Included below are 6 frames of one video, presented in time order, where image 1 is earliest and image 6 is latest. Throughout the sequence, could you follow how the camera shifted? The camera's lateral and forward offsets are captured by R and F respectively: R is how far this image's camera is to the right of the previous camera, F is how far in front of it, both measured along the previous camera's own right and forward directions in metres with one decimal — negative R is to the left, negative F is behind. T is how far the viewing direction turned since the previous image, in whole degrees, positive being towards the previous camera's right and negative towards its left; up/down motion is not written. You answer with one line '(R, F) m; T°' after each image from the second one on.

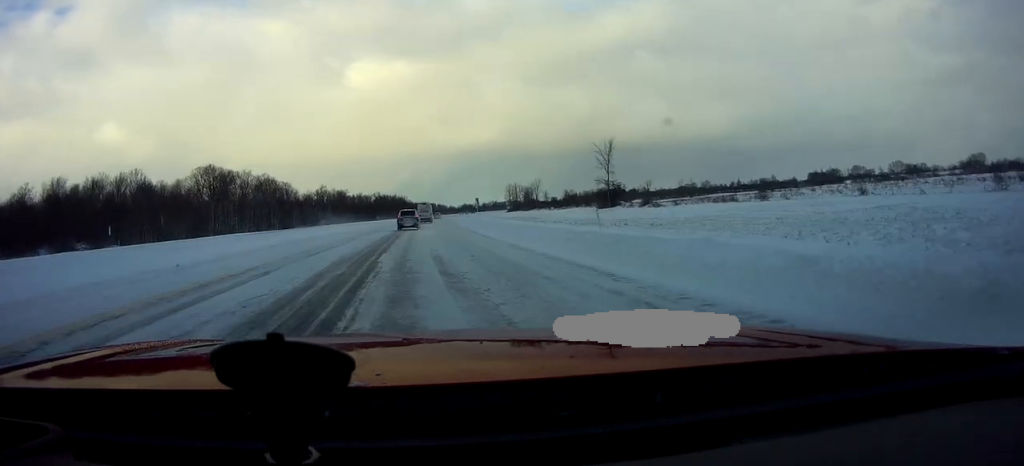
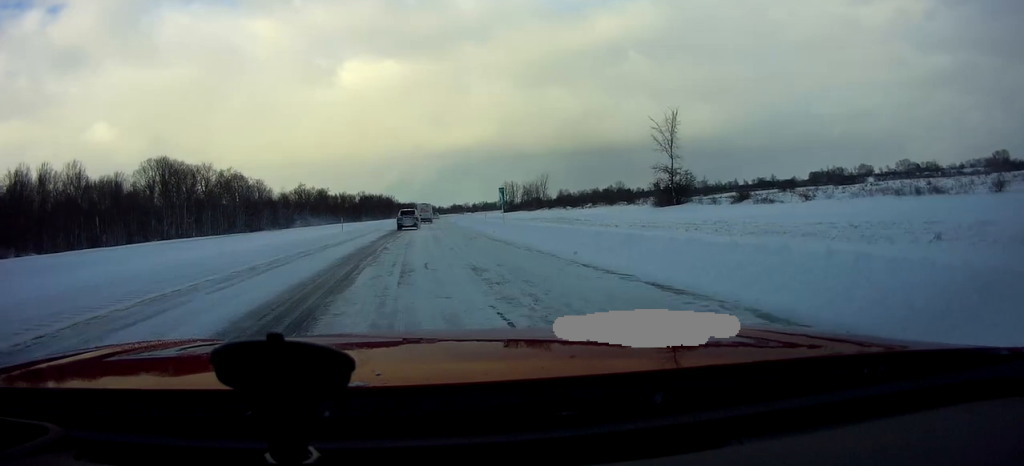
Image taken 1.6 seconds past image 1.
(-0.1, +29.4) m; +2°
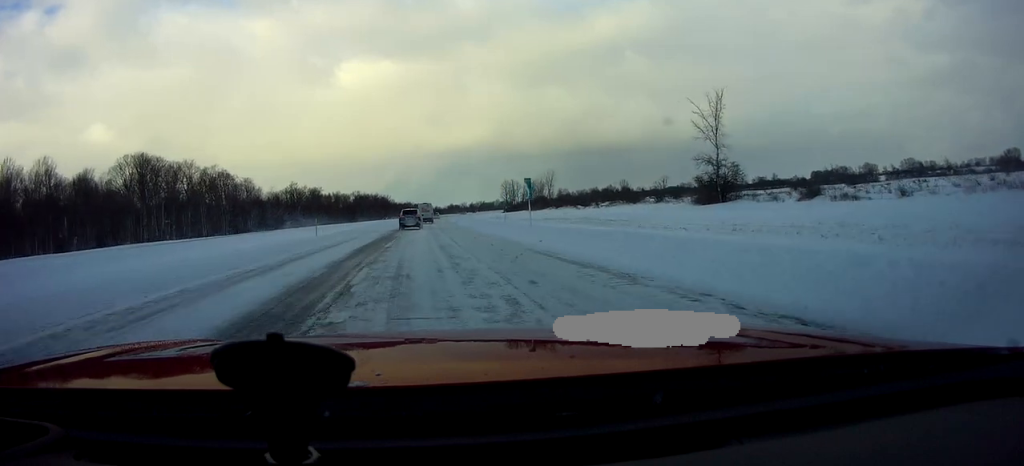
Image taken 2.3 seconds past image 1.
(+0.1, +12.0) m; +1°
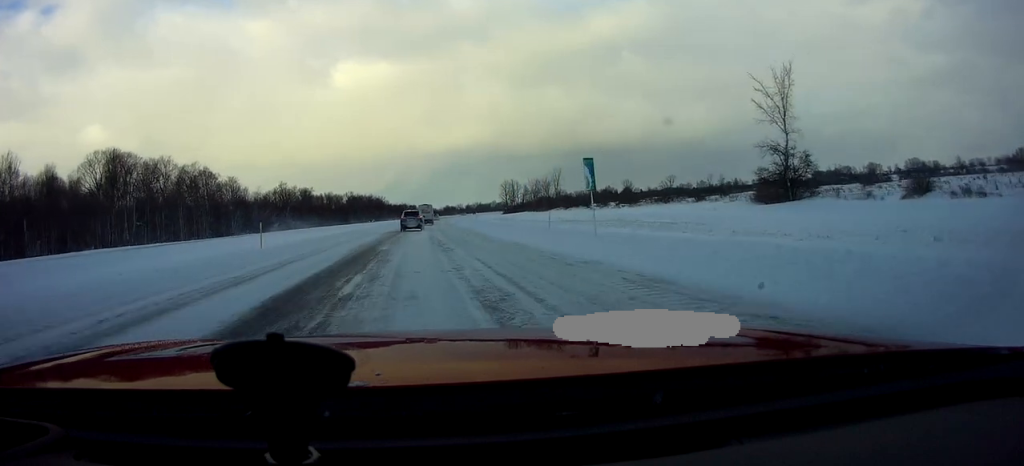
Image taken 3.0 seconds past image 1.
(0.0, +13.0) m; 0°
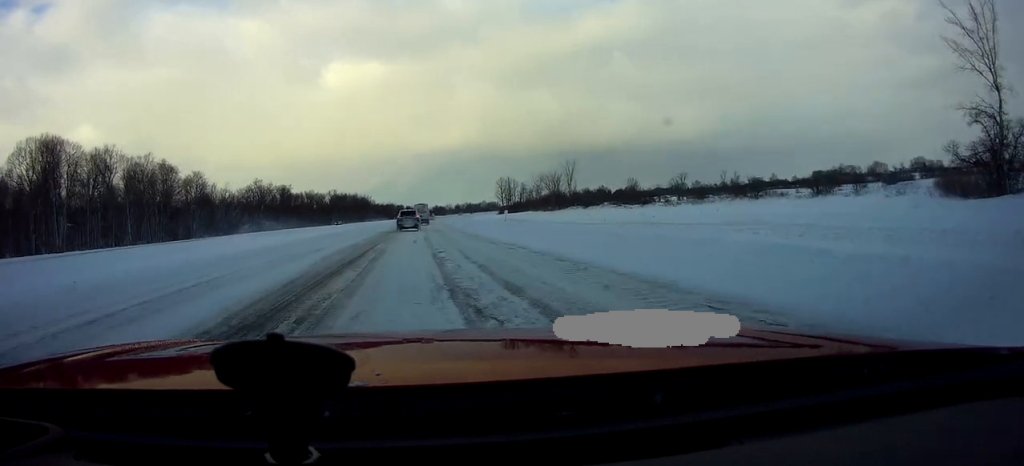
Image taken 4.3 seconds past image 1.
(+0.1, +22.9) m; +1°
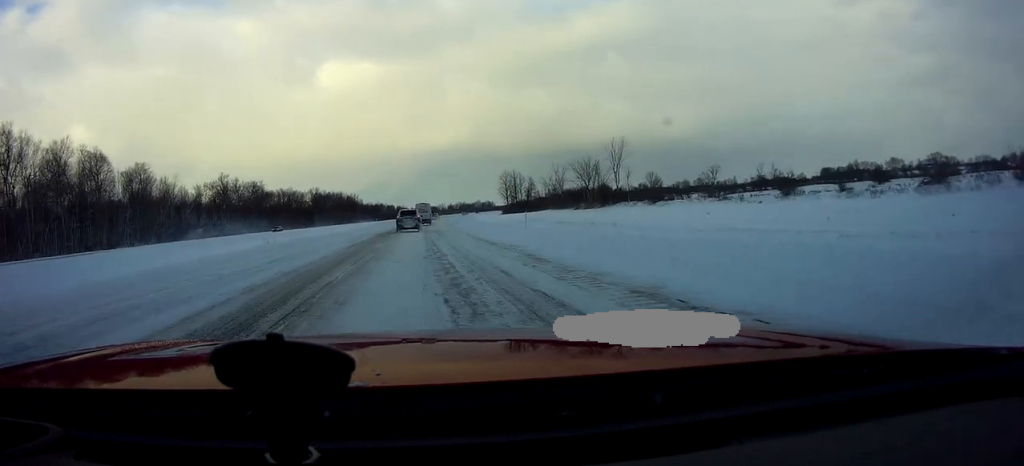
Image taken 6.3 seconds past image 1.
(+0.7, +30.9) m; +1°
